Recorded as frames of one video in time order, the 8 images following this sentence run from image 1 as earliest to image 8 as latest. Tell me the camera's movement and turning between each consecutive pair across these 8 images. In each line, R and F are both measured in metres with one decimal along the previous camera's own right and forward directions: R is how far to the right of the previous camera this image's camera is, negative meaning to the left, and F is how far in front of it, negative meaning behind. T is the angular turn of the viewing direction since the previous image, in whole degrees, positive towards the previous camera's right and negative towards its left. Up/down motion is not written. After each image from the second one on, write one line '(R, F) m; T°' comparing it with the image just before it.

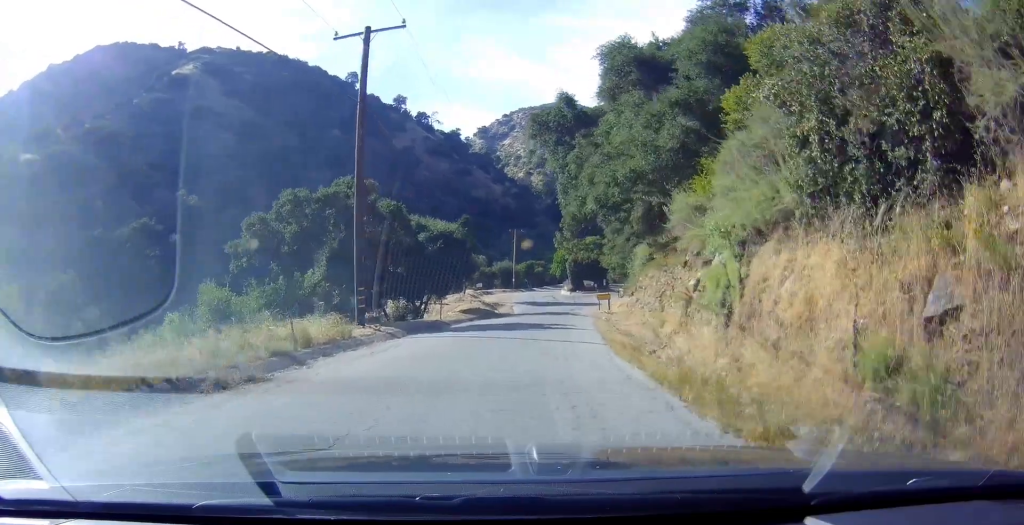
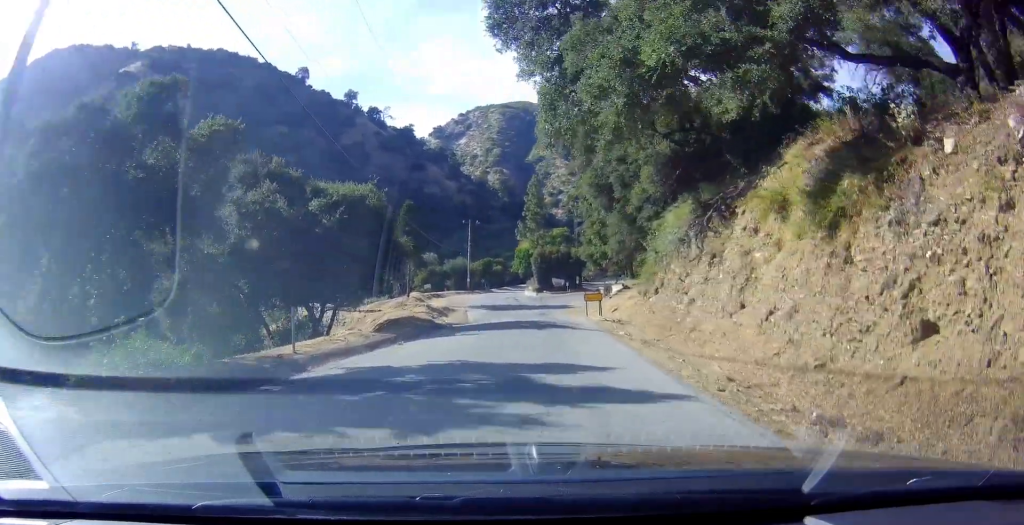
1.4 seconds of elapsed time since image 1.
(0.0, +15.5) m; 0°
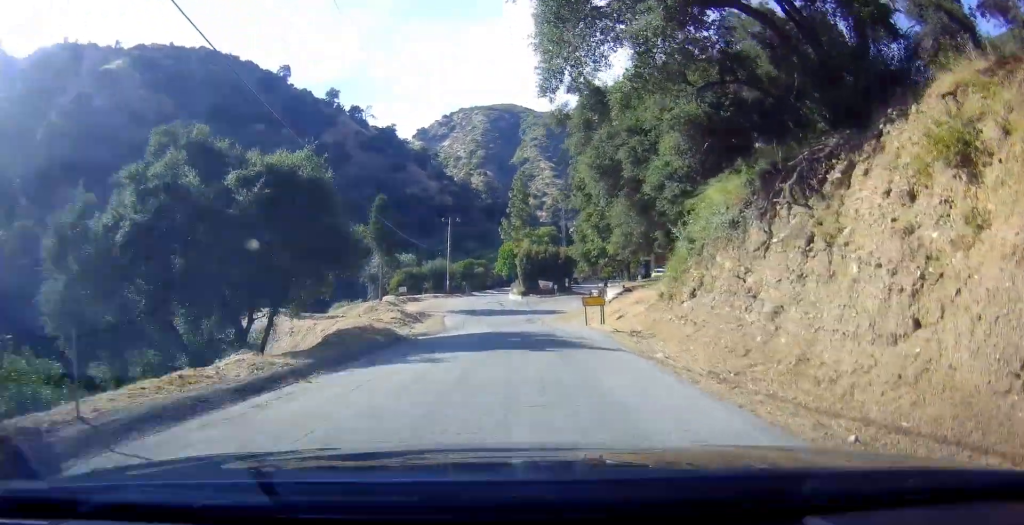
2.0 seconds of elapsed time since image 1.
(0.0, +6.8) m; 0°
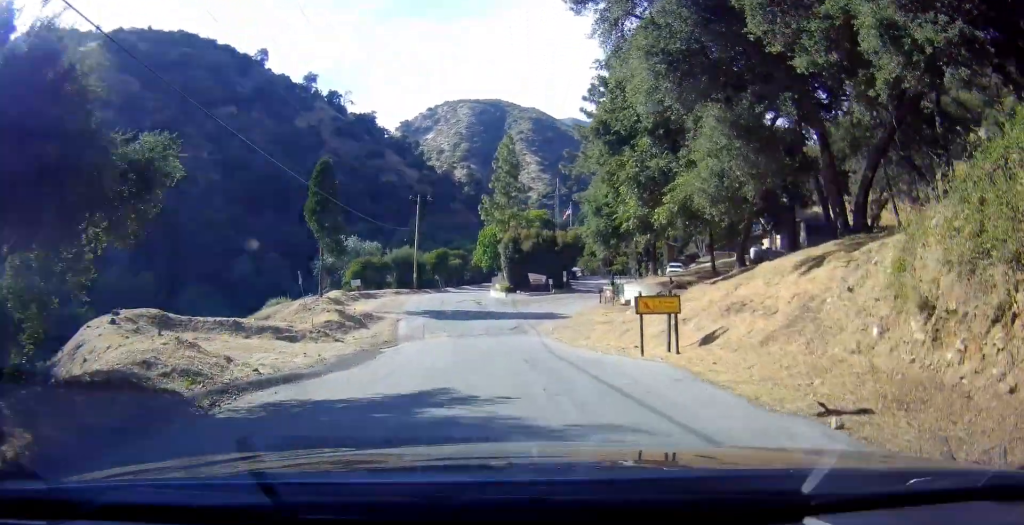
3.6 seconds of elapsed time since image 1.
(-0.2, +15.2) m; -1°
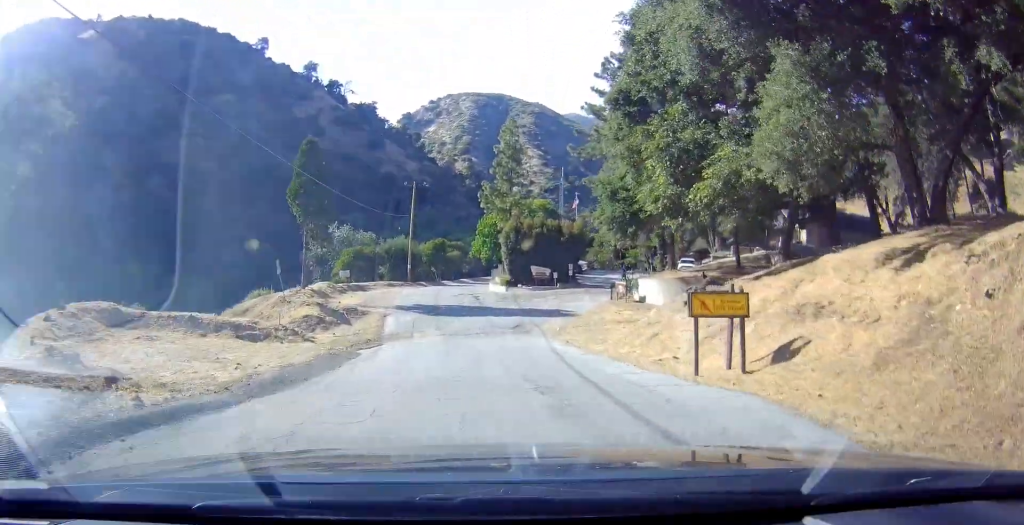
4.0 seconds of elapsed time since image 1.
(0.0, +4.6) m; 0°
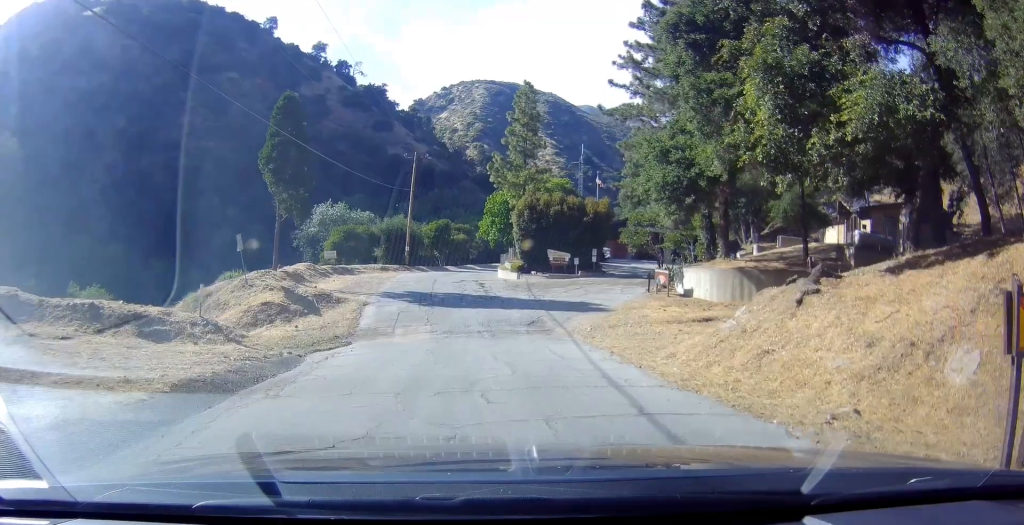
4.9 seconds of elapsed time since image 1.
(0.0, +7.8) m; 0°
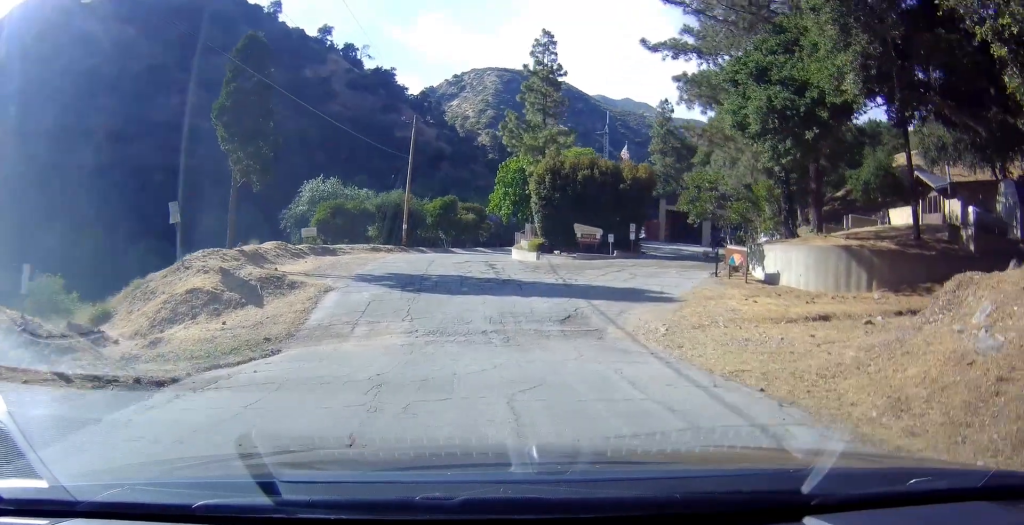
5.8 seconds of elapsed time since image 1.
(0.0, +8.7) m; 0°
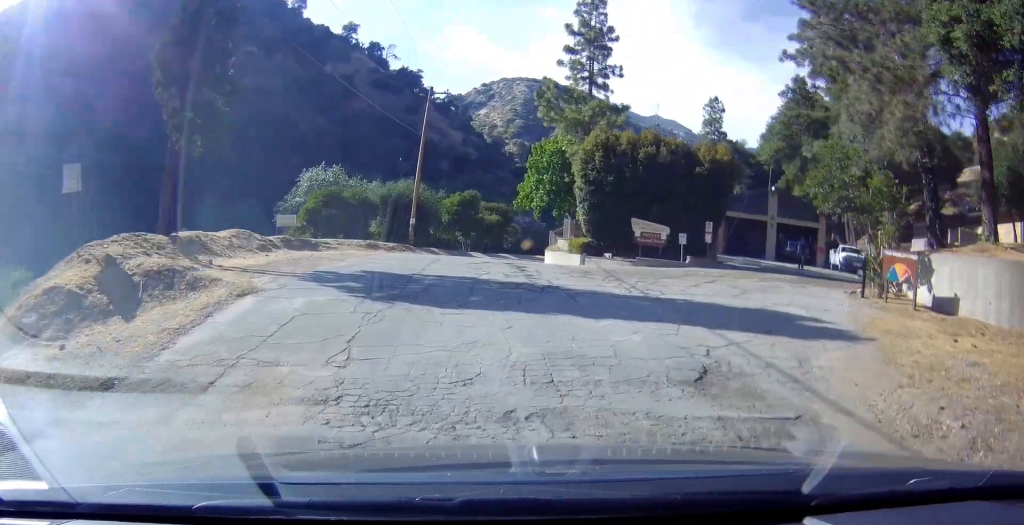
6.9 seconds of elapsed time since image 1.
(0.0, +9.6) m; +2°
